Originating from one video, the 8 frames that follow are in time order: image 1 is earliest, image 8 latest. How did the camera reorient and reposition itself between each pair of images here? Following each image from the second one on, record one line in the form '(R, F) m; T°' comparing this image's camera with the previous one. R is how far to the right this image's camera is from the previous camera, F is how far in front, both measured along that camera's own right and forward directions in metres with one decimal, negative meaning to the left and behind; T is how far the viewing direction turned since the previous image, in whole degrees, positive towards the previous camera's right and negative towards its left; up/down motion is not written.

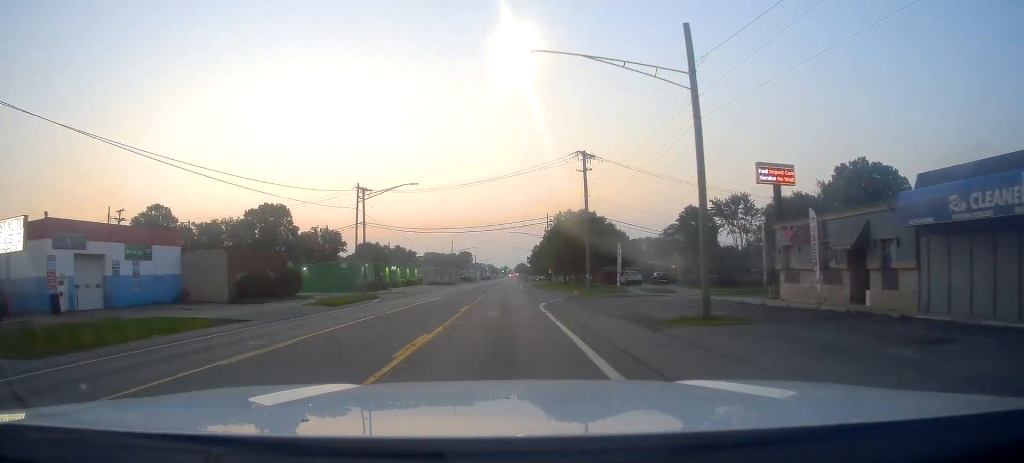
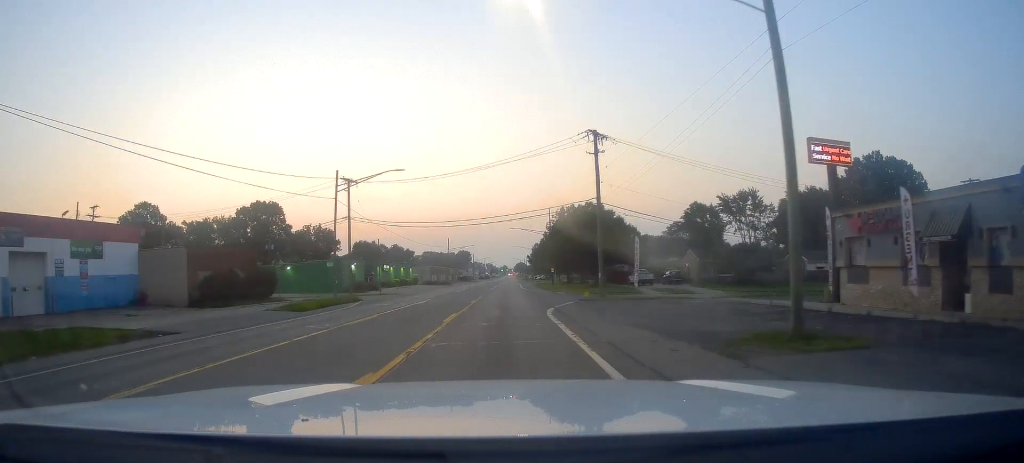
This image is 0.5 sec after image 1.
(+0.2, +6.6) m; 0°
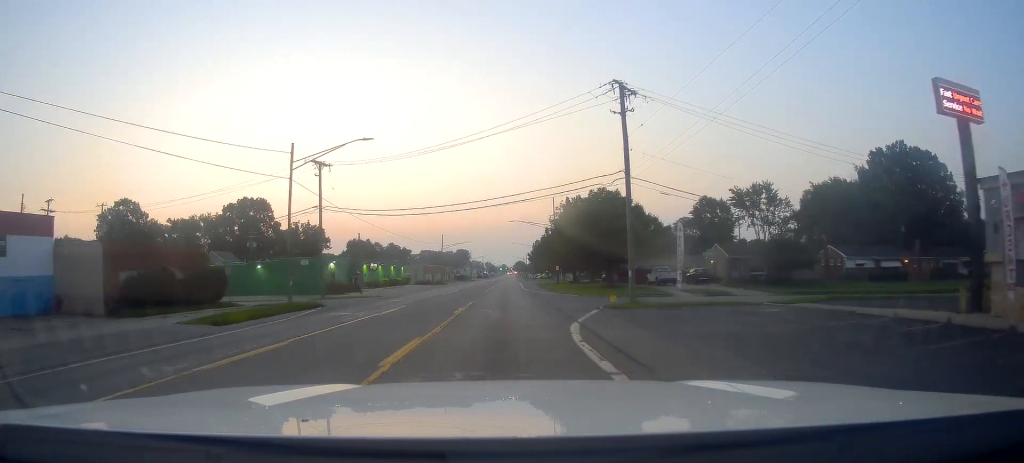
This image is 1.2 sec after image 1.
(+0.1, +10.1) m; 0°
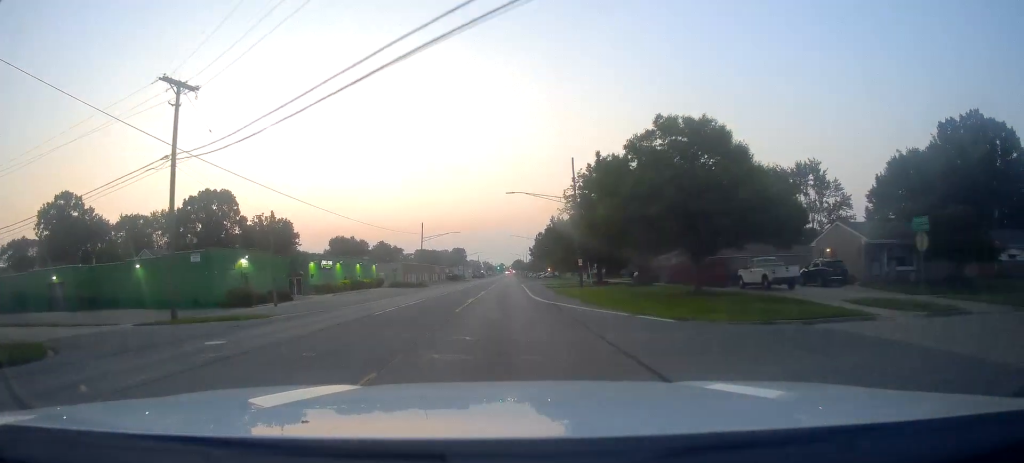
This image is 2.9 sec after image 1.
(+0.1, +26.4) m; 0°
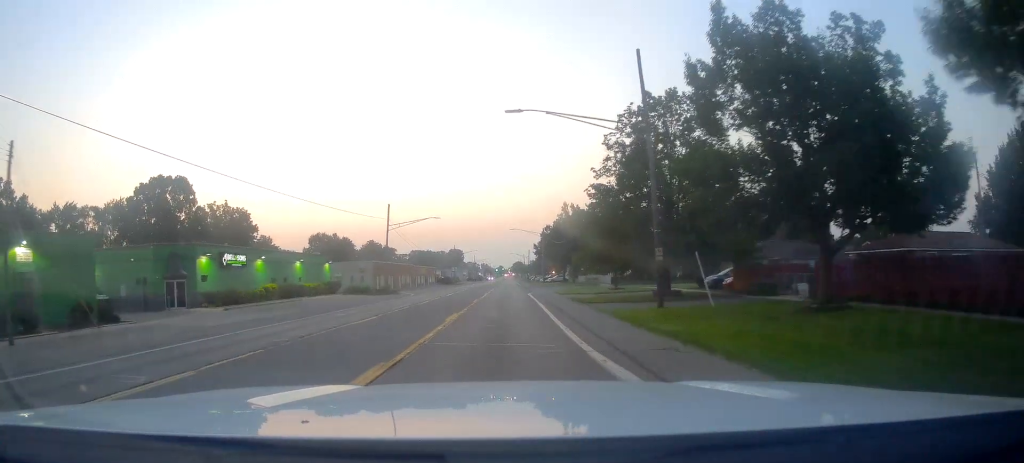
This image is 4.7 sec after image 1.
(-0.9, +27.1) m; -2°
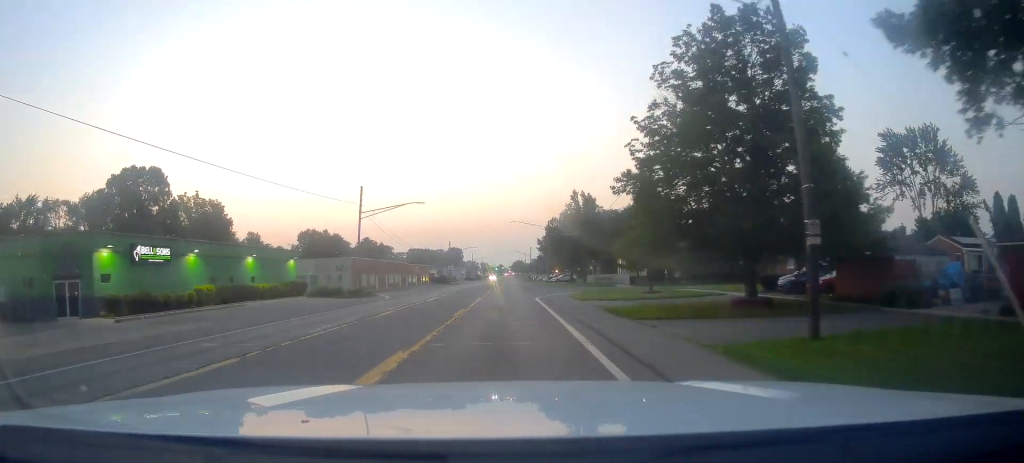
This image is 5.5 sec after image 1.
(0.0, +13.2) m; 0°
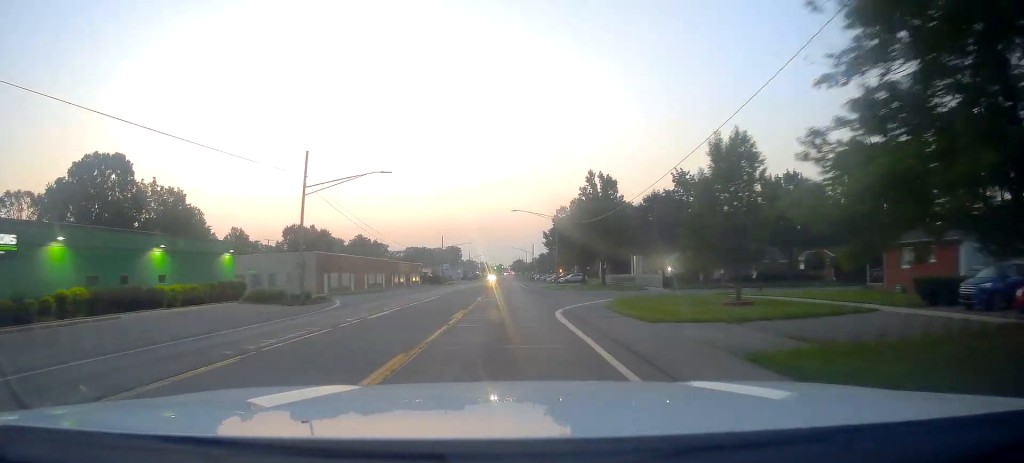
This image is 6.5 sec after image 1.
(0.0, +16.0) m; +1°
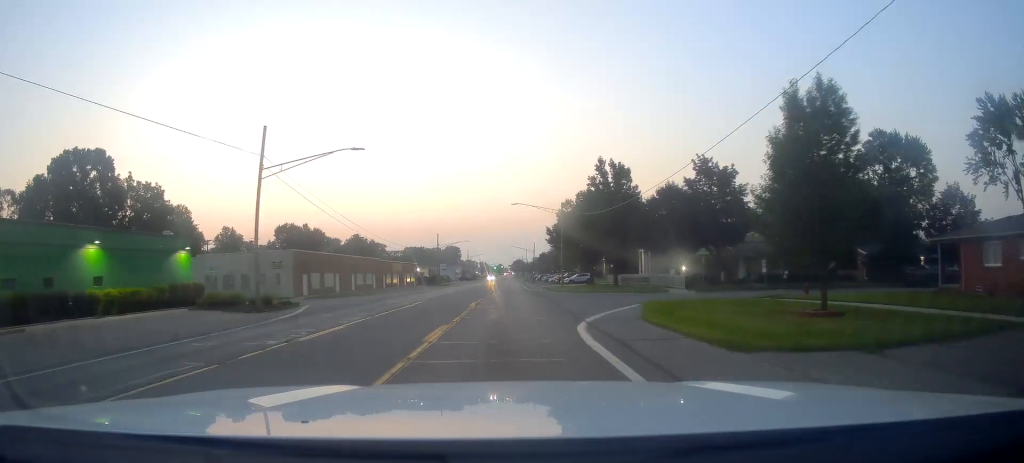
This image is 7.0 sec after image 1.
(0.0, +7.5) m; +1°
